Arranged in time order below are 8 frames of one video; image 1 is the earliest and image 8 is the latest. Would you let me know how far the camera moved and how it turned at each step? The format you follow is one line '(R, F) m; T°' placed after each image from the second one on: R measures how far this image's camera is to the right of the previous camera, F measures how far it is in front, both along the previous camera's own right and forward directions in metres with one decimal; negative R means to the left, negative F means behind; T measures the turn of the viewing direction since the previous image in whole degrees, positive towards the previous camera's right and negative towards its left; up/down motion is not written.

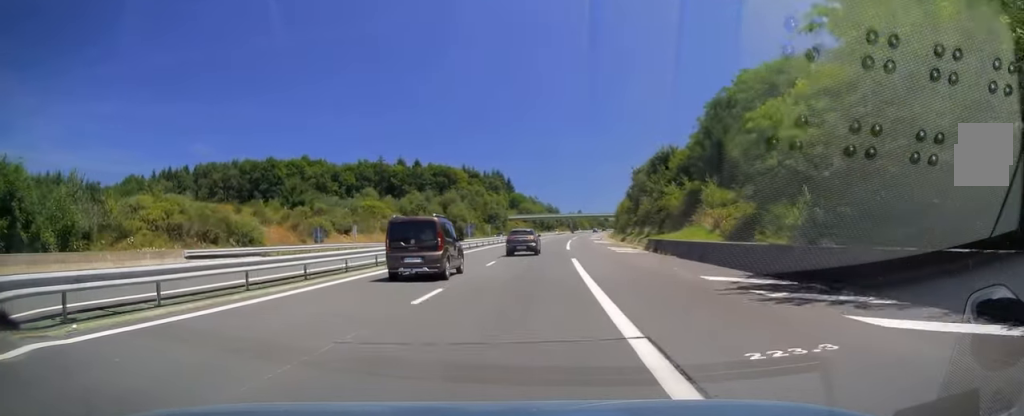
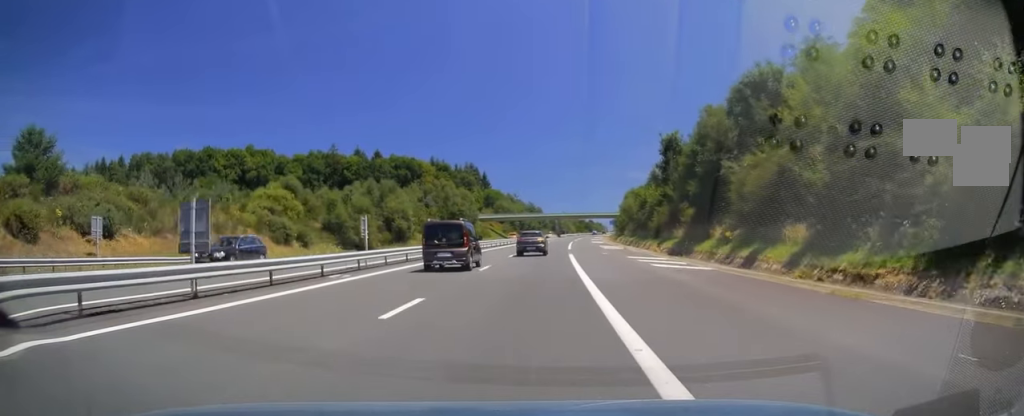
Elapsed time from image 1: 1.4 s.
(+0.9, +42.1) m; +2°
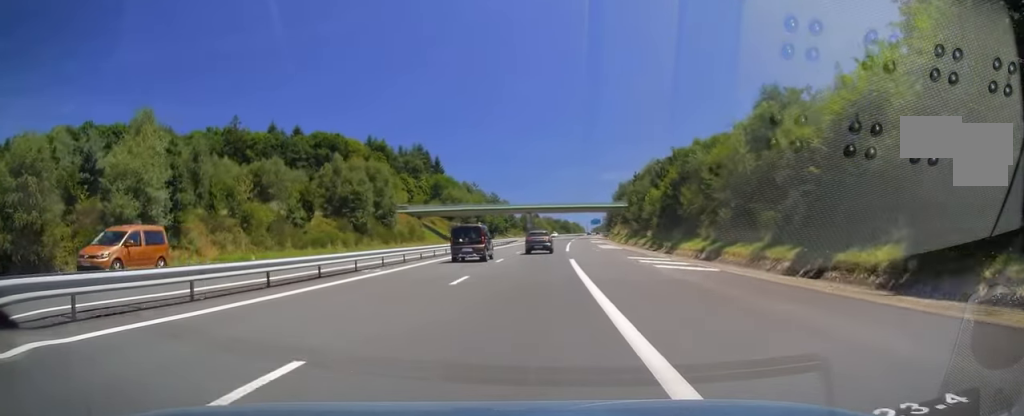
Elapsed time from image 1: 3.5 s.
(+1.9, +59.8) m; +3°
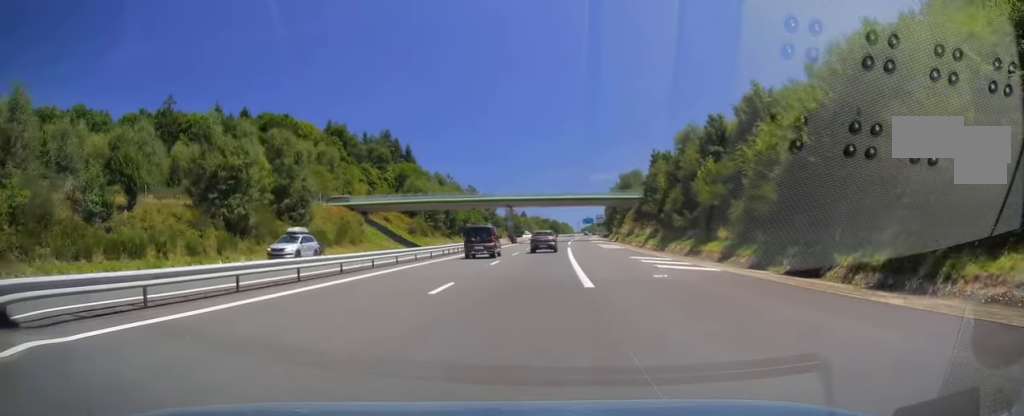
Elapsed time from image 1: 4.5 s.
(-0.4, +29.5) m; +1°
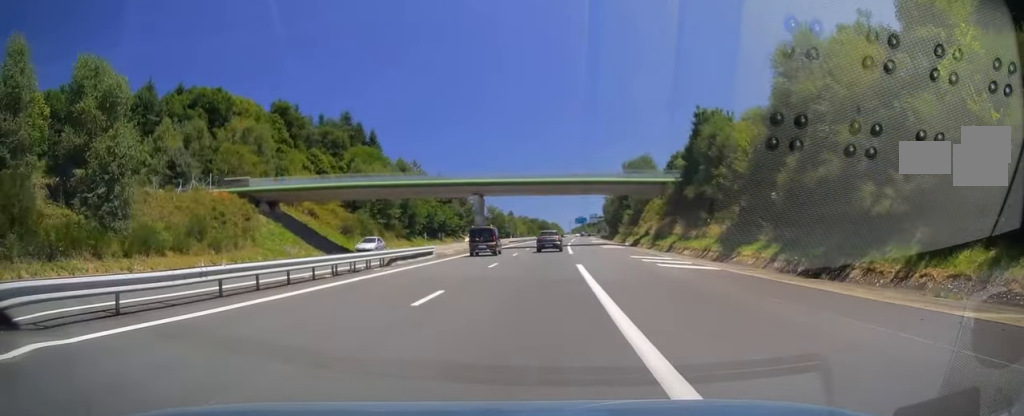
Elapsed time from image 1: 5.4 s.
(+0.9, +28.9) m; +2°
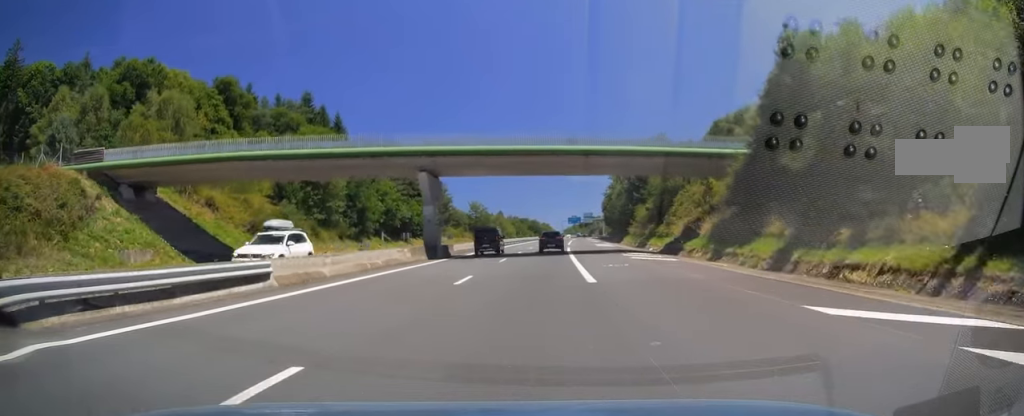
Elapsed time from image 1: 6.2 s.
(0.0, +22.2) m; 0°
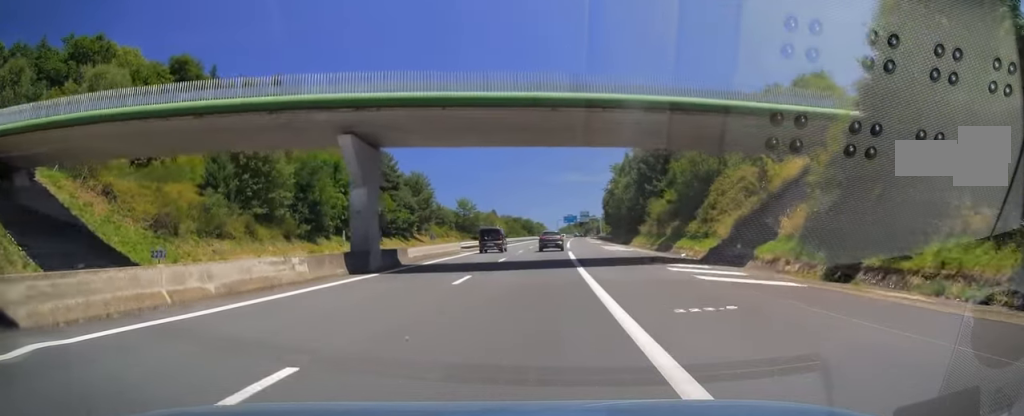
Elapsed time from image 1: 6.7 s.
(0.0, +13.8) m; 0°
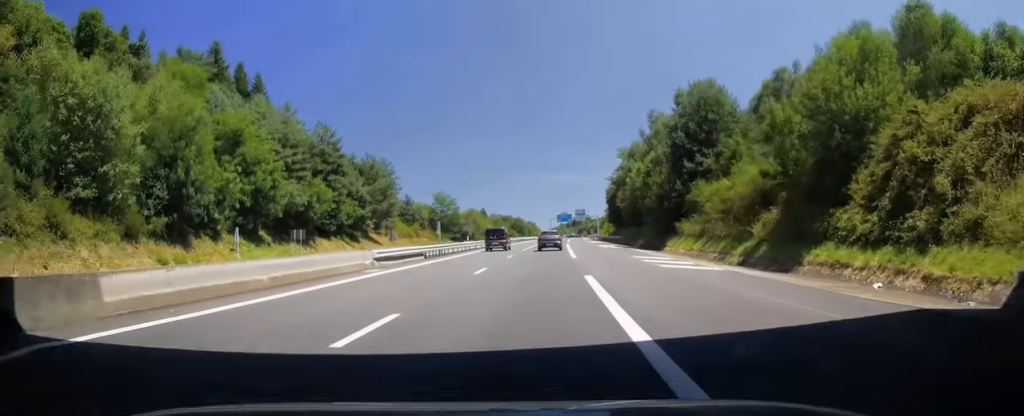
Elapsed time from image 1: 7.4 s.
(-0.1, +23.2) m; +1°
